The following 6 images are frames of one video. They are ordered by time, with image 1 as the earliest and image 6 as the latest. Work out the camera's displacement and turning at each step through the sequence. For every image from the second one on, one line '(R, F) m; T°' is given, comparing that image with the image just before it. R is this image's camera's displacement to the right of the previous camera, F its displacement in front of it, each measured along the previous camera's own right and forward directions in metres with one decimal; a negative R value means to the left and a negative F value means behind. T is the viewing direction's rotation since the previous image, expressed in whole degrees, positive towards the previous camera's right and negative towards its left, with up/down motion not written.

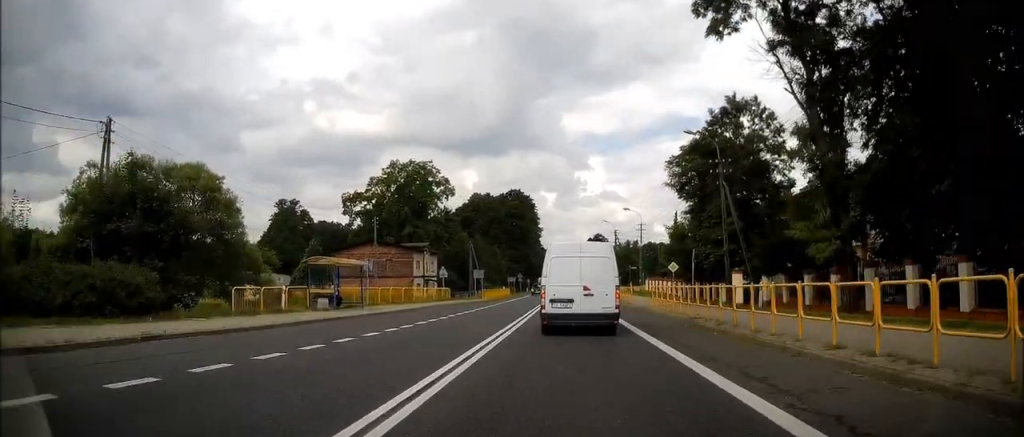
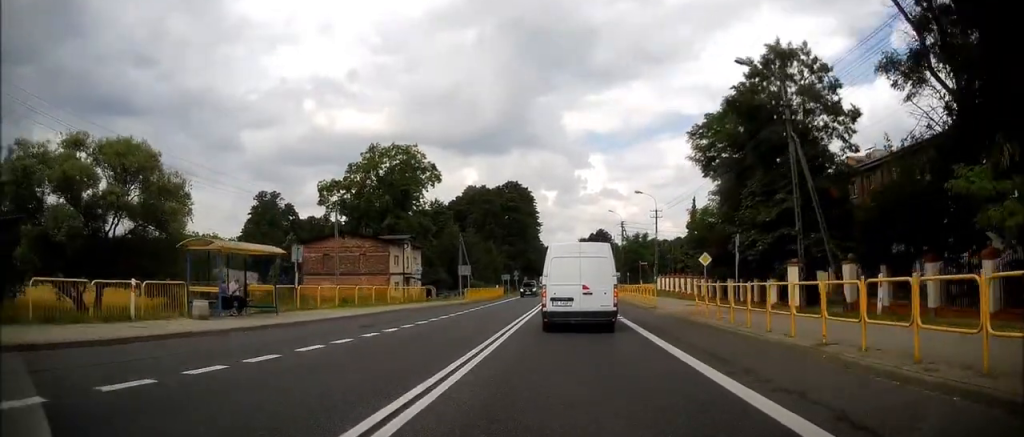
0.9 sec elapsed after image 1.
(+0.2, +10.2) m; -1°
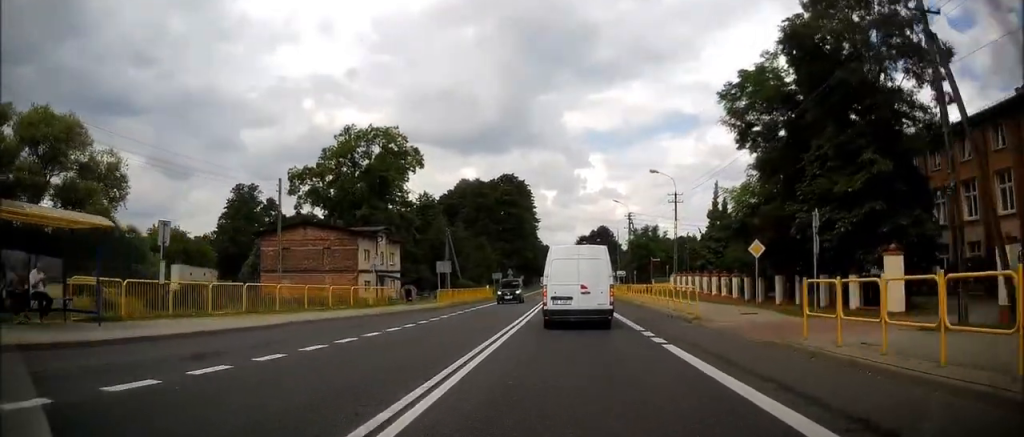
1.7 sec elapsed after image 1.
(-0.5, +10.0) m; +1°
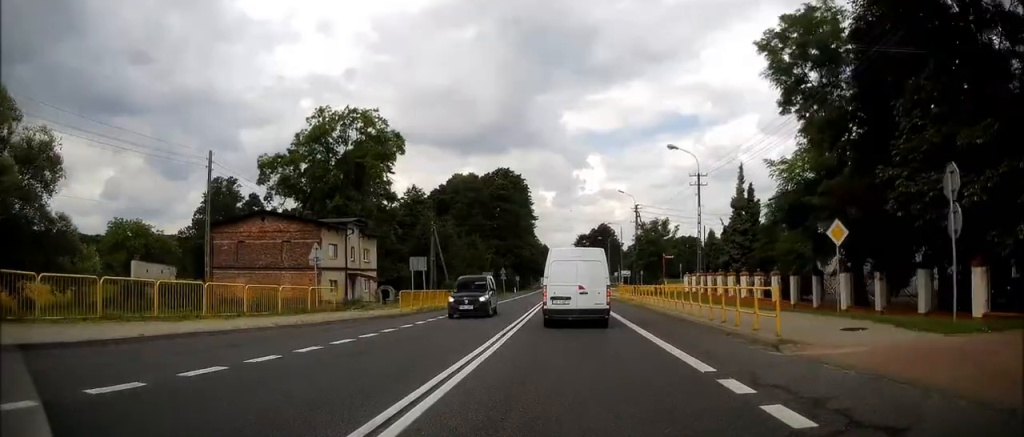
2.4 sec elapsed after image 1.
(+0.4, +8.4) m; 0°
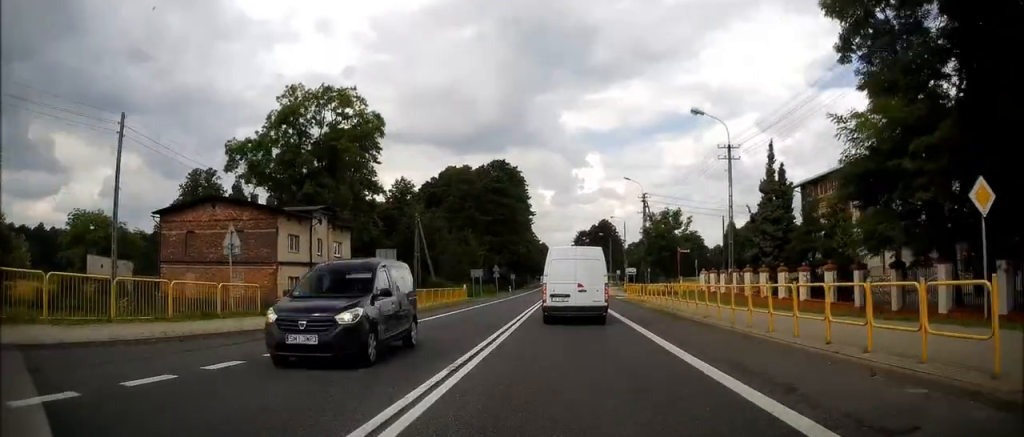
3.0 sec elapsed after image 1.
(+0.1, +7.3) m; 0°
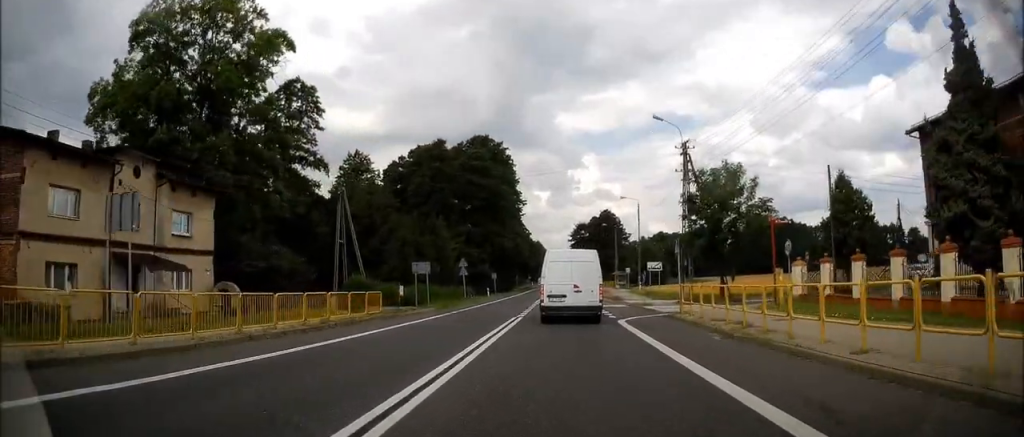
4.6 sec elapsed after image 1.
(+0.2, +21.8) m; +1°
